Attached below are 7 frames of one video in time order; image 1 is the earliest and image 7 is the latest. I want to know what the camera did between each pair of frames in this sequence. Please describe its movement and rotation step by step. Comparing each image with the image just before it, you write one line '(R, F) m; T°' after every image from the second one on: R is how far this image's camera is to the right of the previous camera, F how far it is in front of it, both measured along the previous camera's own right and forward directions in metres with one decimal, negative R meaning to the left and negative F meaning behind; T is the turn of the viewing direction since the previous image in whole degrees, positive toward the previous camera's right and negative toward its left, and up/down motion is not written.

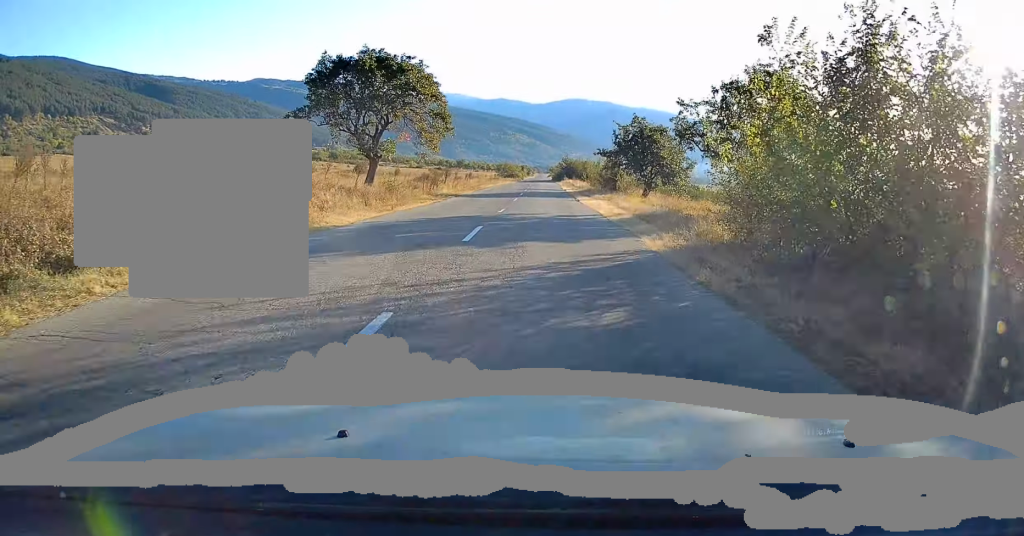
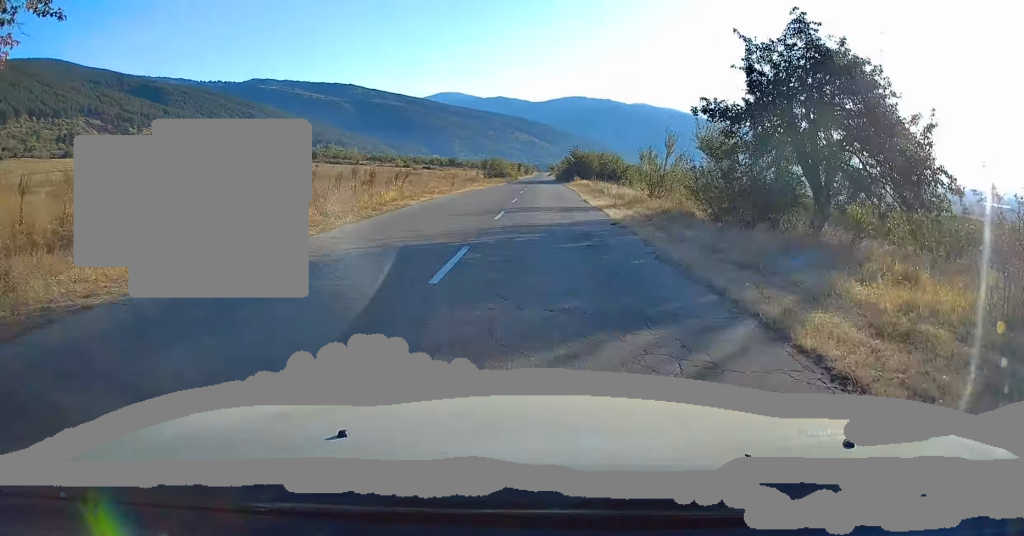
(+0.1, +31.9) m; 0°
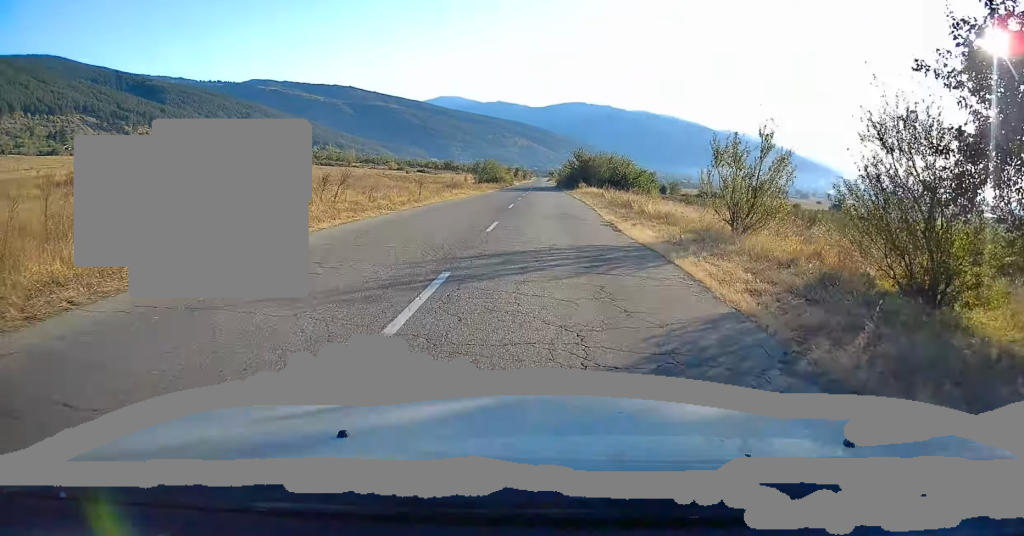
(0.0, +11.6) m; 0°
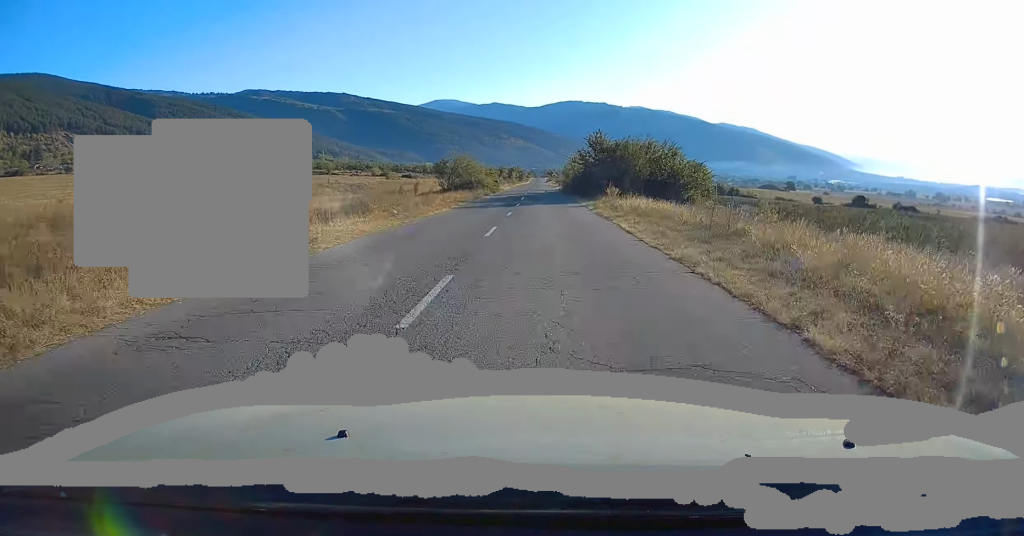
(-0.2, +26.9) m; 0°
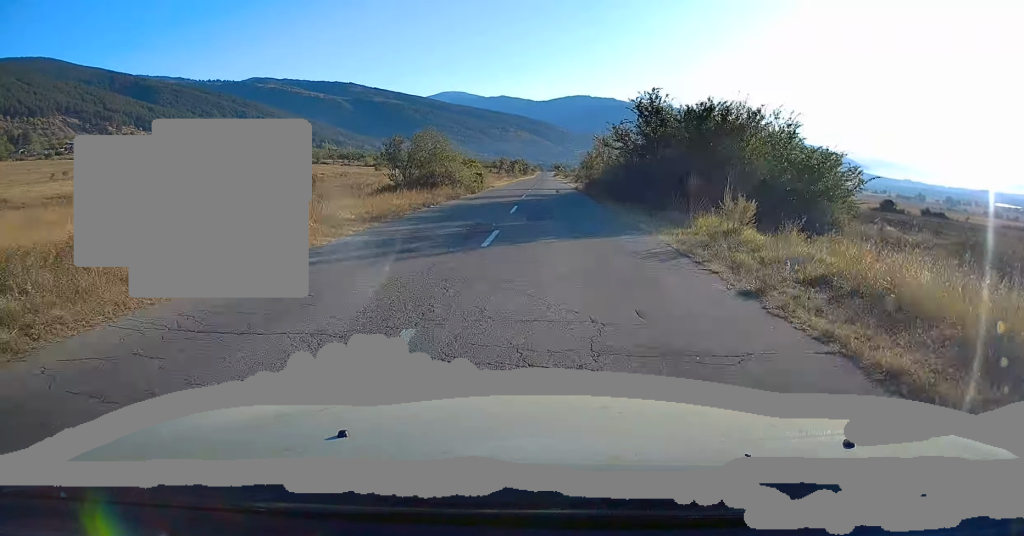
(0.0, +21.0) m; 0°
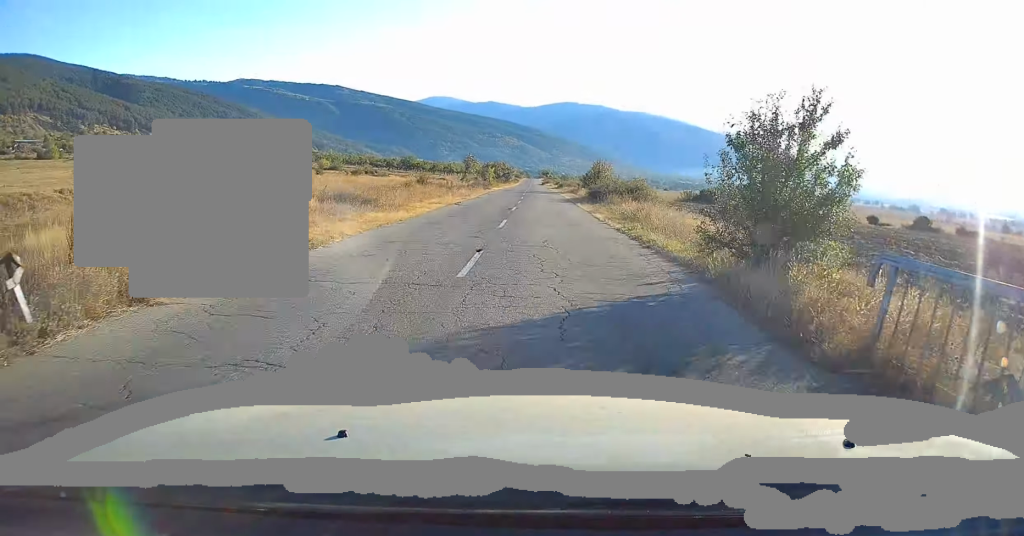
(+0.3, +38.5) m; +1°
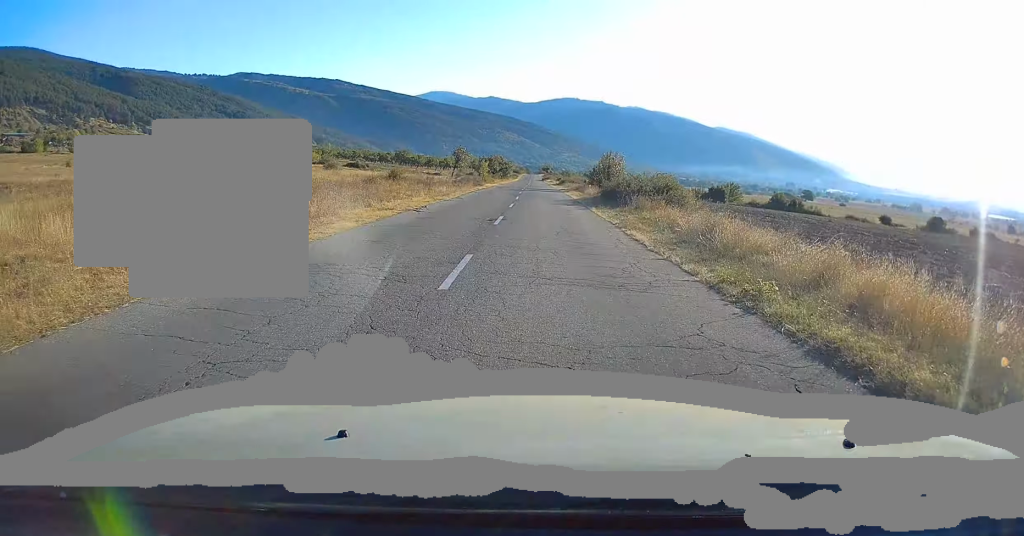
(+0.1, +10.1) m; 0°
